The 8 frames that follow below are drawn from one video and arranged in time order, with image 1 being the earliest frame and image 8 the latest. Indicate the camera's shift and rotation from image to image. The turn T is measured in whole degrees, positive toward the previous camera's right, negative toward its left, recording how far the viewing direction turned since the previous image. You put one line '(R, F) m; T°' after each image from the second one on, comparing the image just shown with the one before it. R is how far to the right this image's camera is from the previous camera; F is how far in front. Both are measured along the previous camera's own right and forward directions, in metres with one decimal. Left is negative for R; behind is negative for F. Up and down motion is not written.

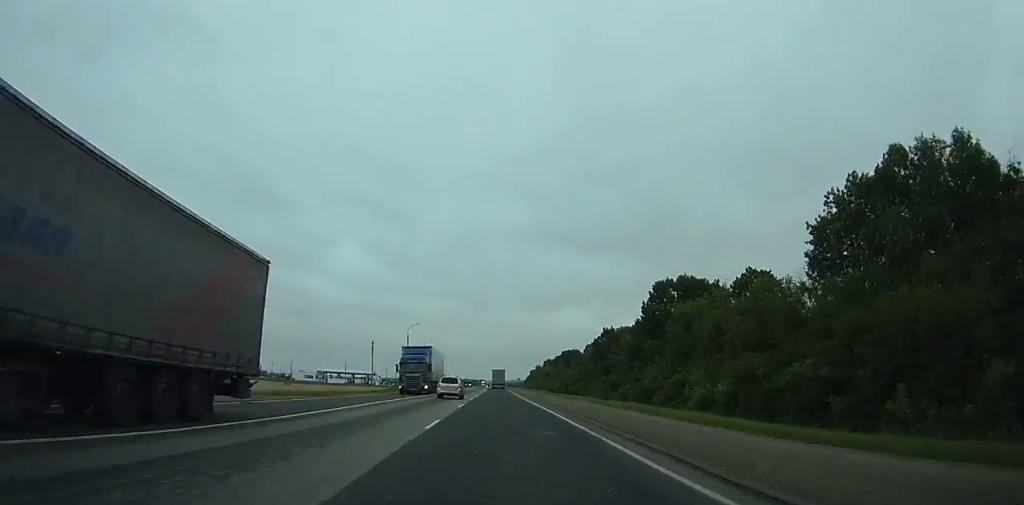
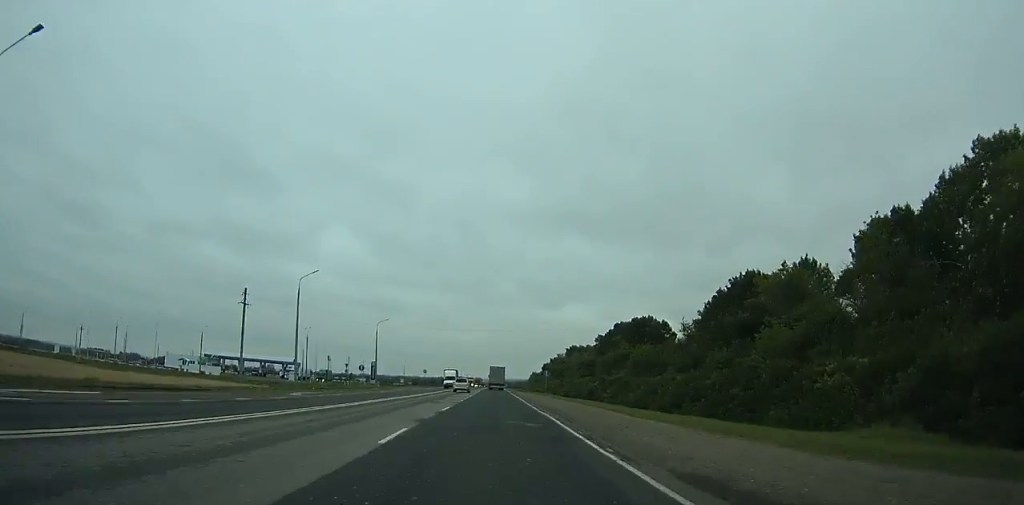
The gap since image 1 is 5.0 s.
(+0.2, +121.9) m; 0°
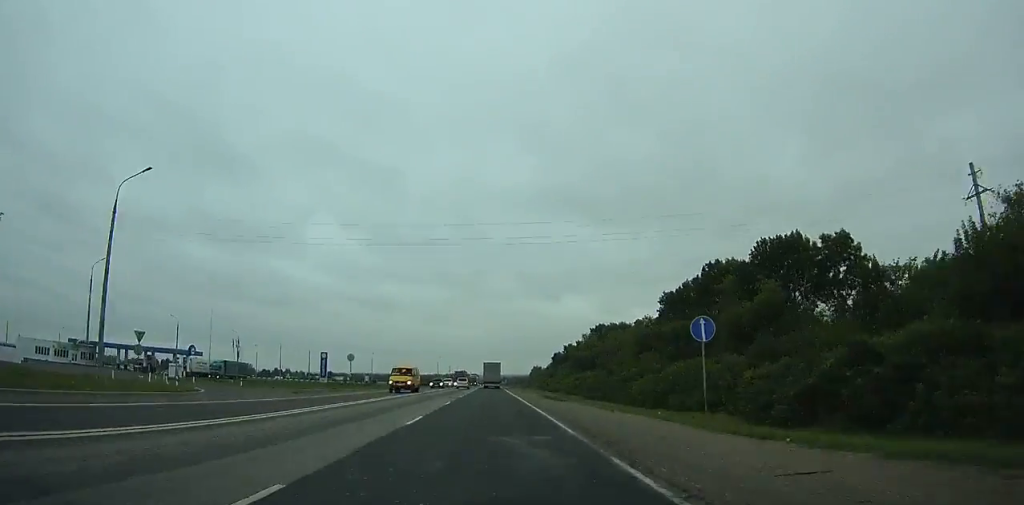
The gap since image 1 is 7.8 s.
(+0.1, +67.9) m; 0°
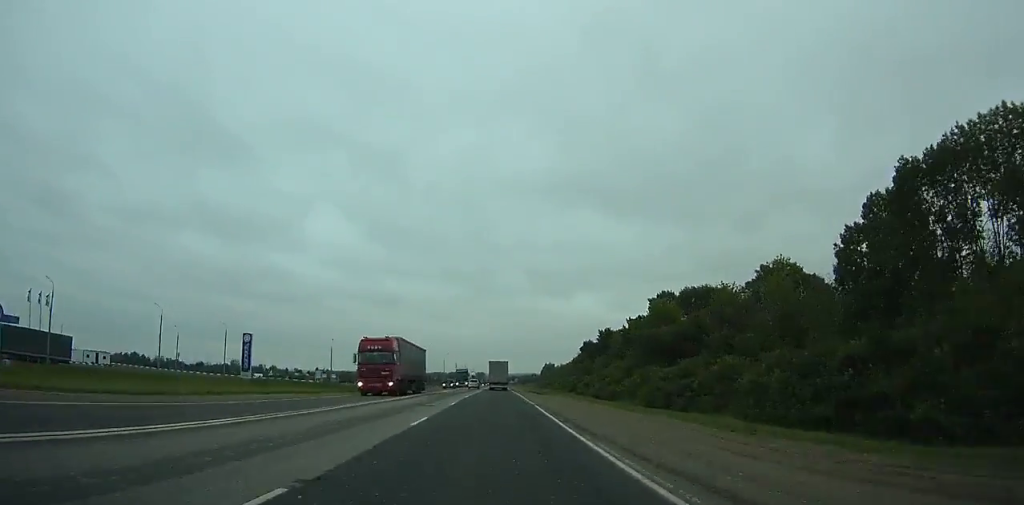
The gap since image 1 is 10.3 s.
(+0.1, +60.3) m; 0°
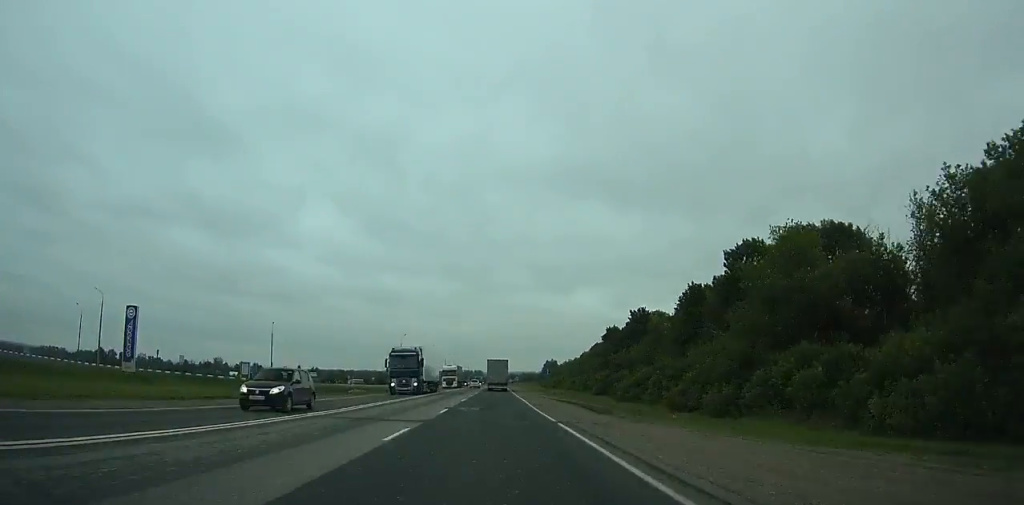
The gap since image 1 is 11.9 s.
(-0.1, +38.5) m; 0°
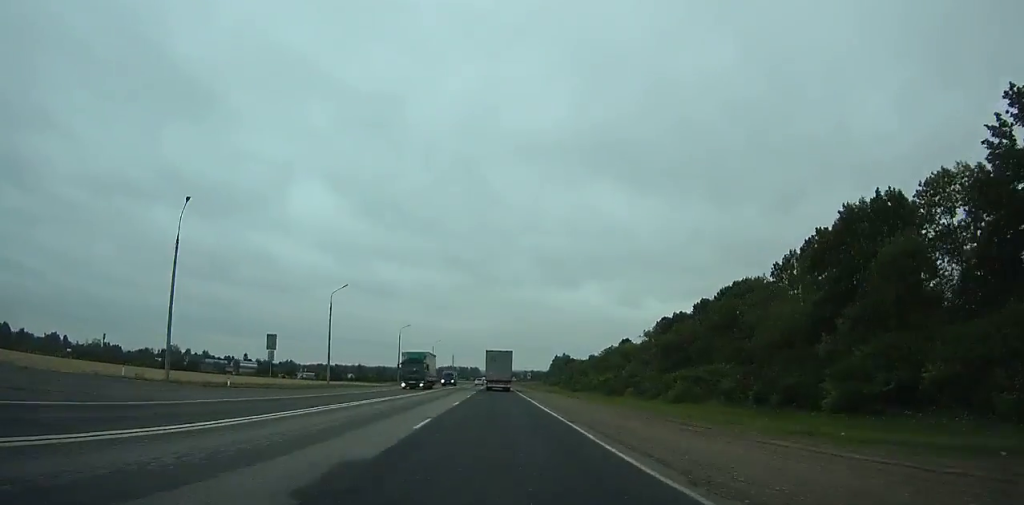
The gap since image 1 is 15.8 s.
(0.0, +93.3) m; 0°
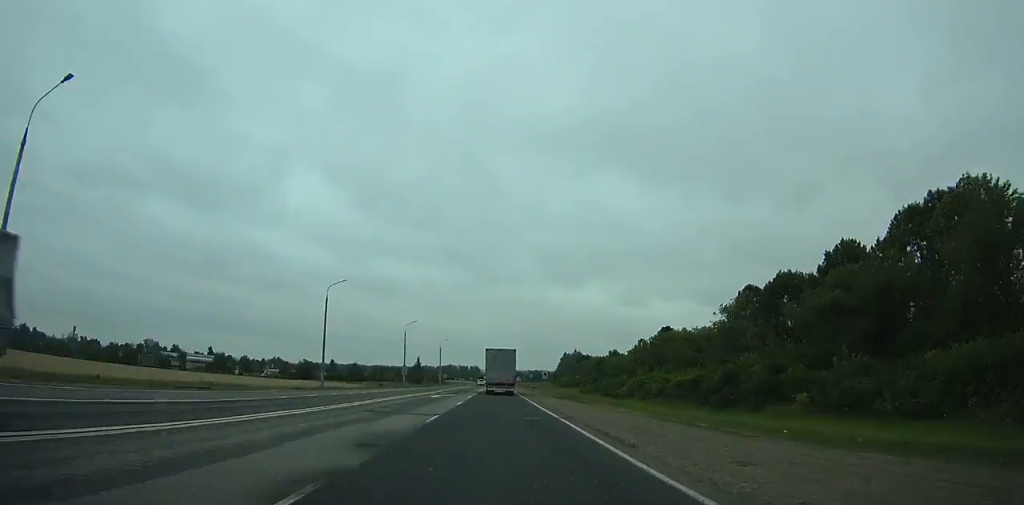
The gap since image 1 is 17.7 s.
(+0.1, +44.6) m; 0°
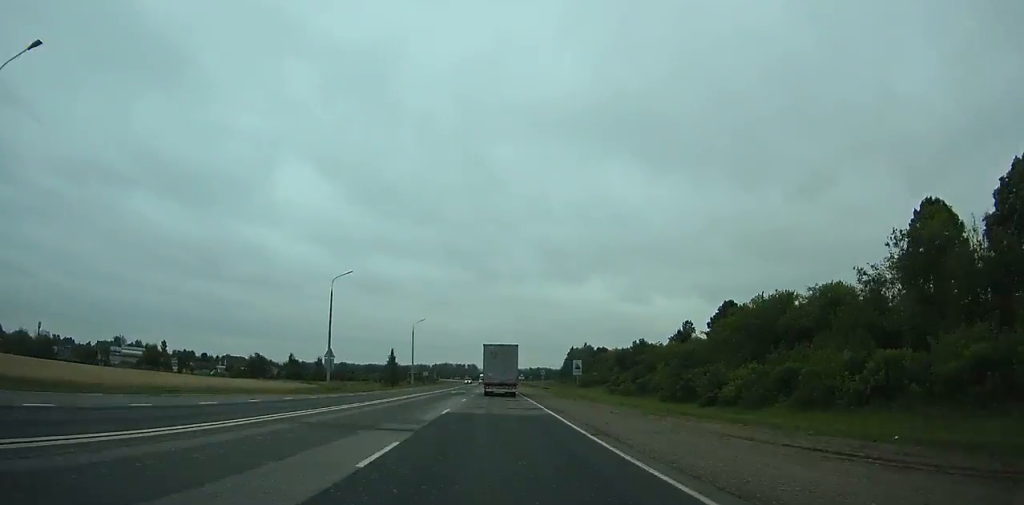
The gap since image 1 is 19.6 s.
(0.0, +44.1) m; 0°
